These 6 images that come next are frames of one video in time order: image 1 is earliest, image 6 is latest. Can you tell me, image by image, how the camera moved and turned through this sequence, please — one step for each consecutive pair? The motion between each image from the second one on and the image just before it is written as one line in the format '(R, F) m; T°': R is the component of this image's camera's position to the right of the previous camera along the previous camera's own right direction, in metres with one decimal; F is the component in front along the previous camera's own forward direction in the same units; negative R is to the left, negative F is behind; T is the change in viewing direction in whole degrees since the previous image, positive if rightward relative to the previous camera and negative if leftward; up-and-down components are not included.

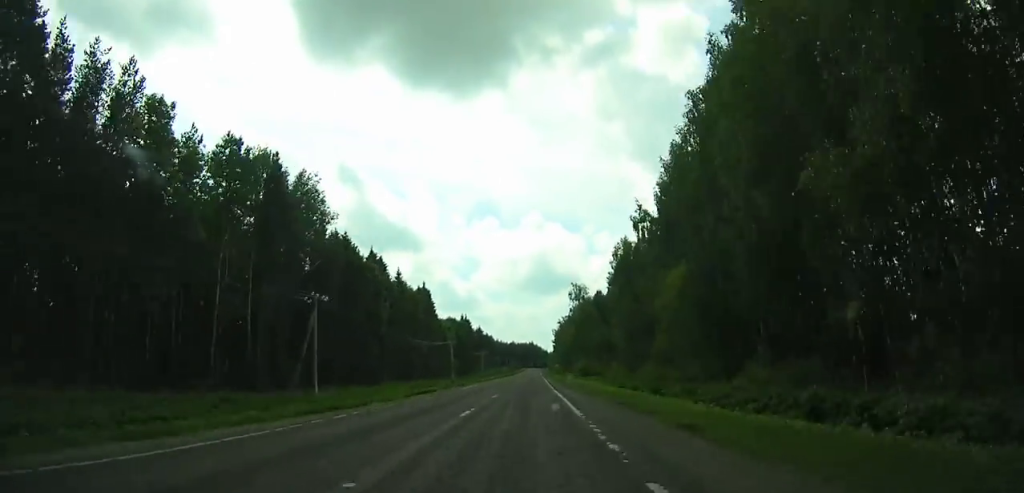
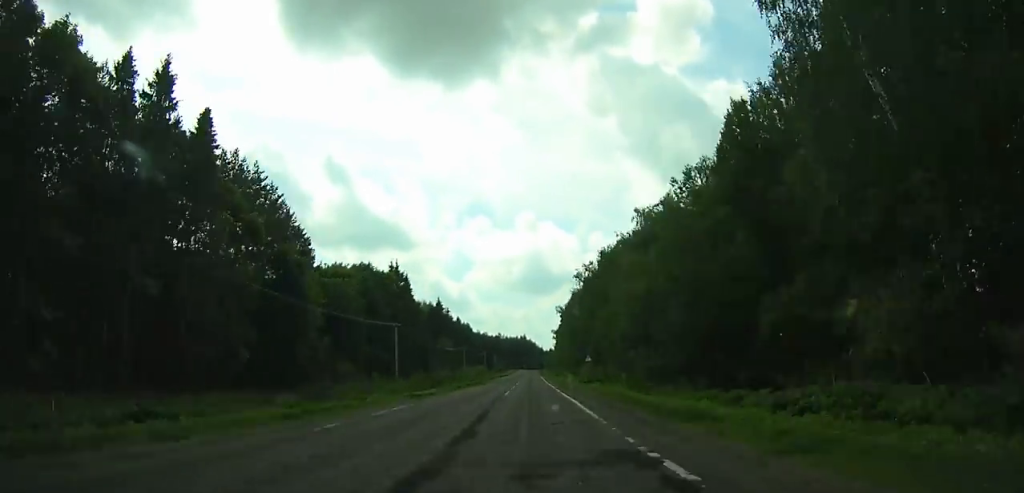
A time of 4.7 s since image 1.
(-0.2, +105.6) m; 0°
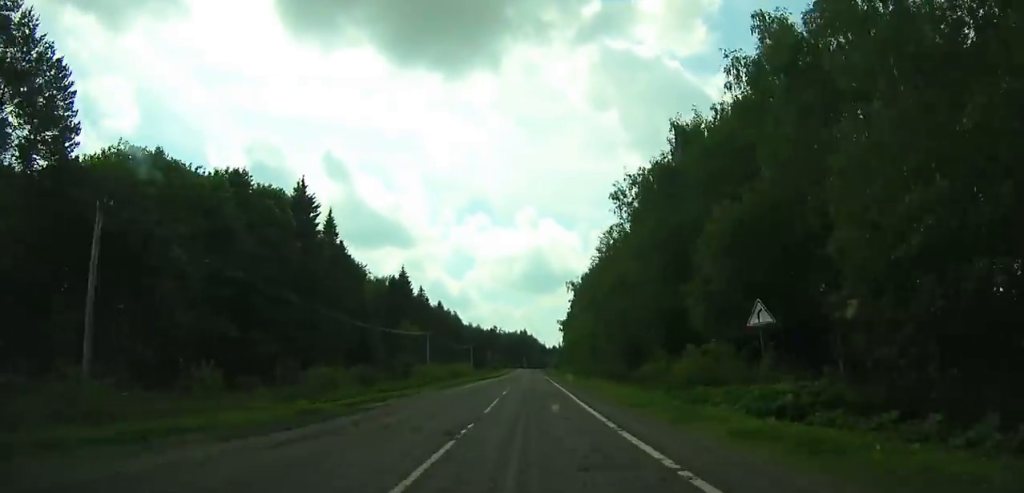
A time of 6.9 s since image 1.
(+0.2, +47.6) m; 0°
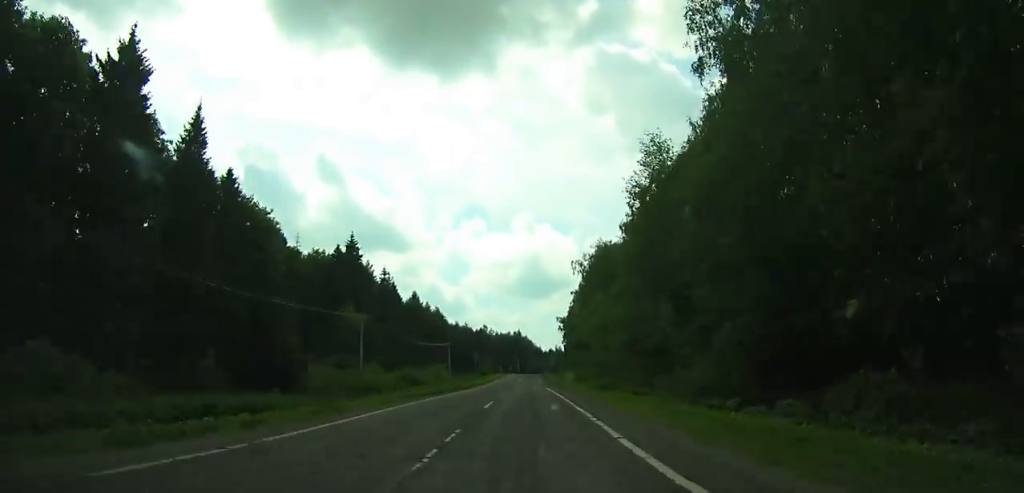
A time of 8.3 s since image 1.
(0.0, +29.9) m; 0°
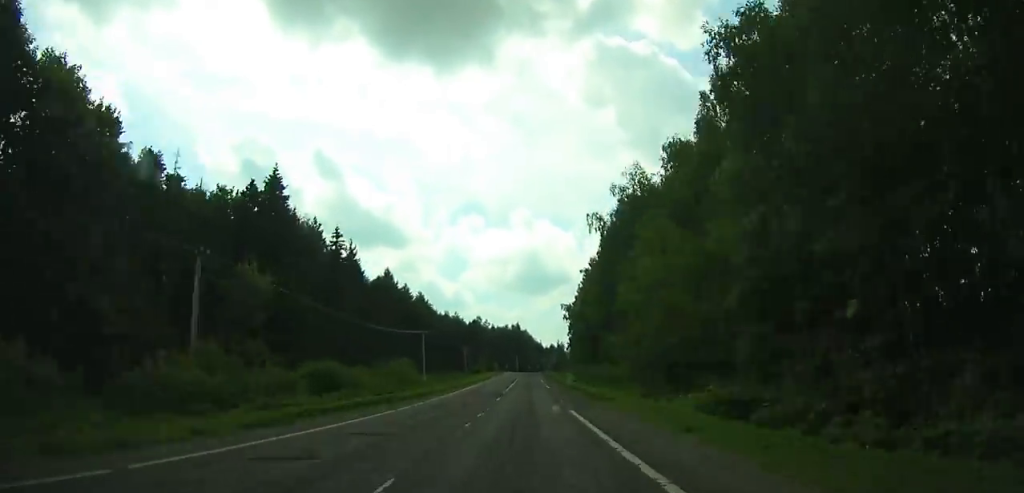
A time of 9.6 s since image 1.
(0.0, +27.1) m; 0°
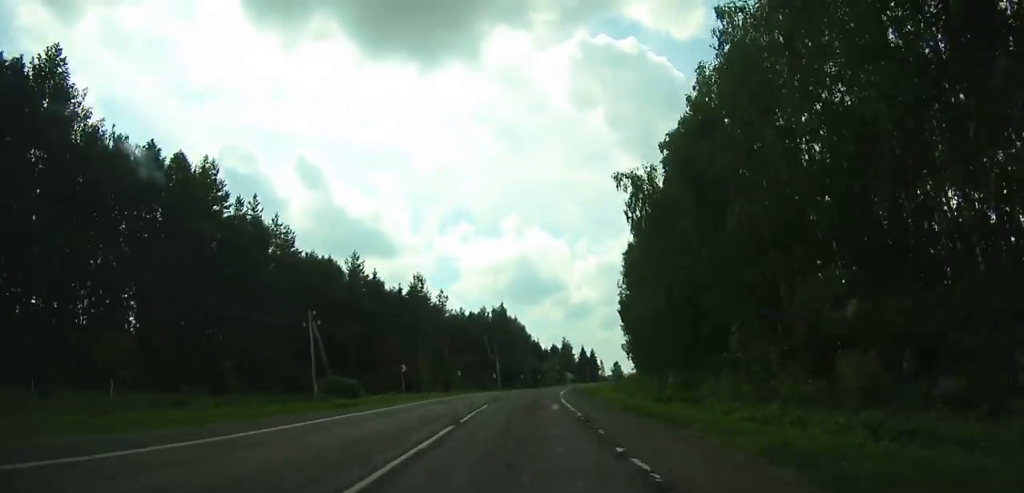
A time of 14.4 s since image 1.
(+0.5, +102.4) m; +2°
